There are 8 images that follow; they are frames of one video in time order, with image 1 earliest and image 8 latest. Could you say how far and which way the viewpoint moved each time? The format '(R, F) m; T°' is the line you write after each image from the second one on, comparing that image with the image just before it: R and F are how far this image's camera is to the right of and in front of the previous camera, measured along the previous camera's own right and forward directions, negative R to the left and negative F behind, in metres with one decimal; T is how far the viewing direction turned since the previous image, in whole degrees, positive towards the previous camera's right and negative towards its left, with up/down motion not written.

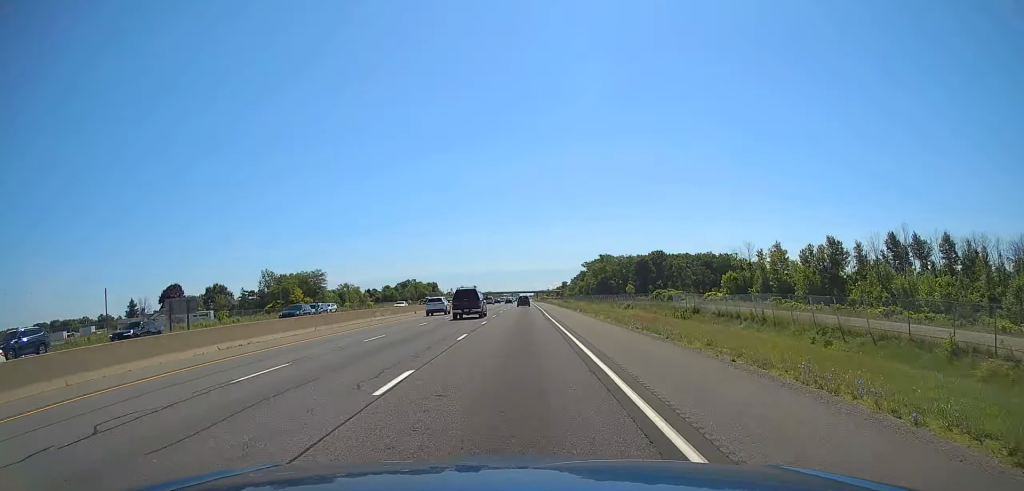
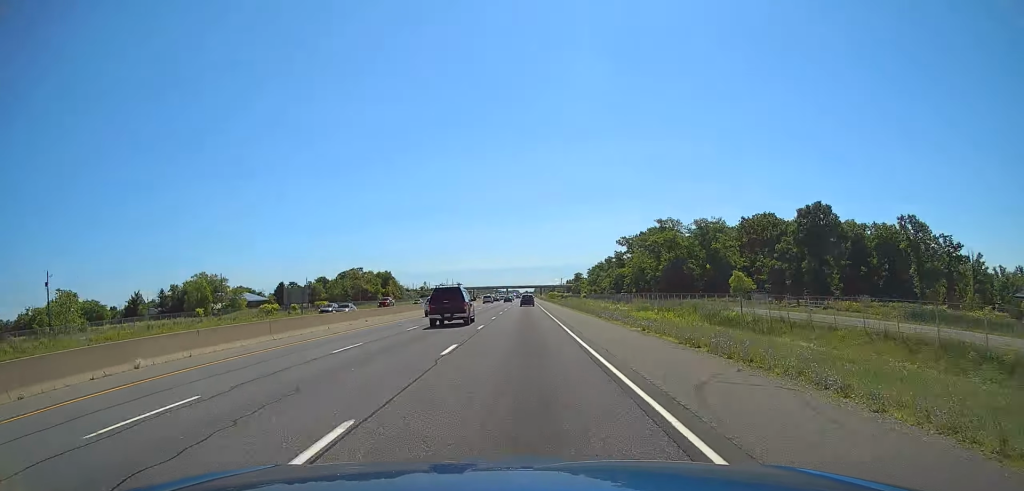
(0.0, +161.2) m; 0°
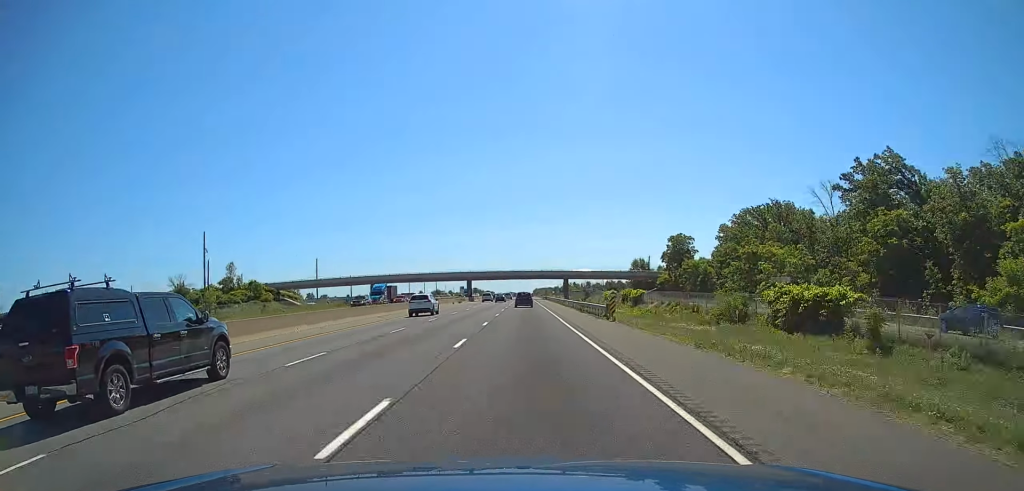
(-0.3, +301.8) m; 0°
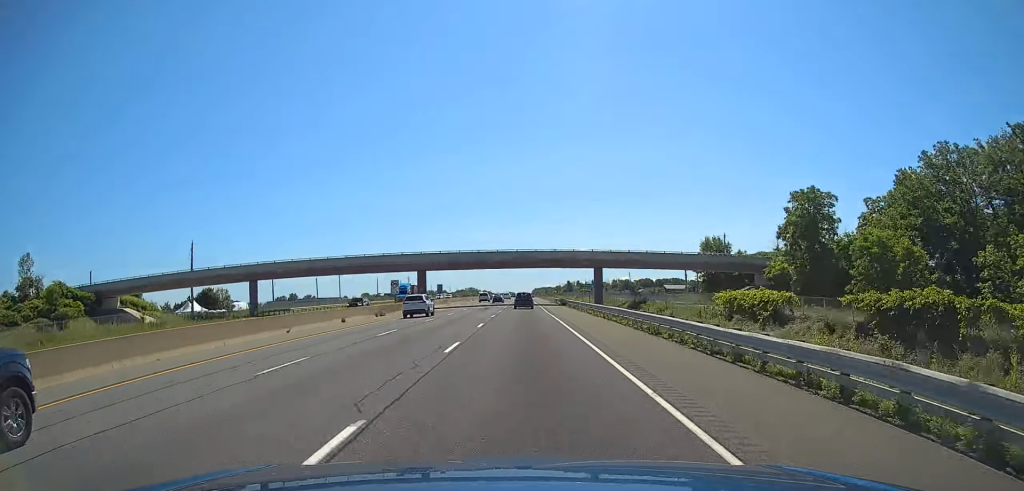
(+0.1, +72.4) m; 0°
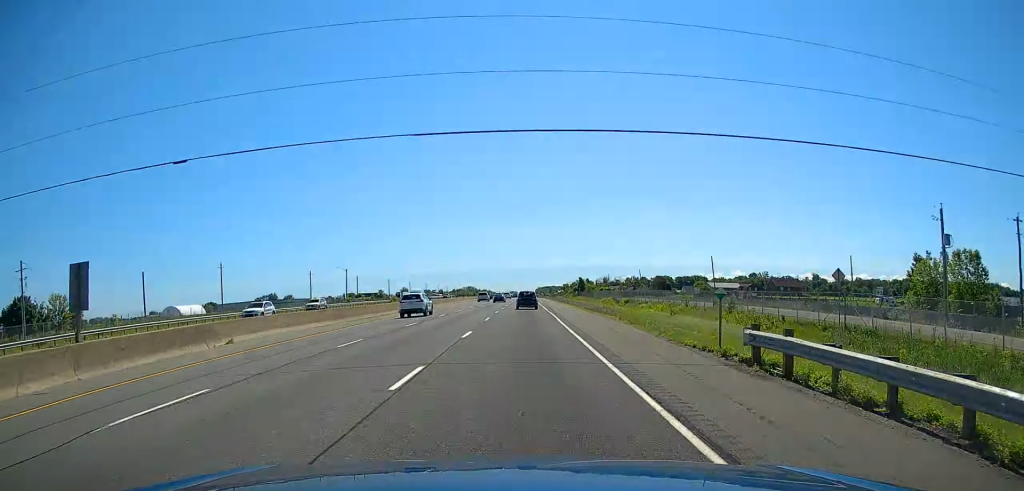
(0.0, +88.9) m; 0°
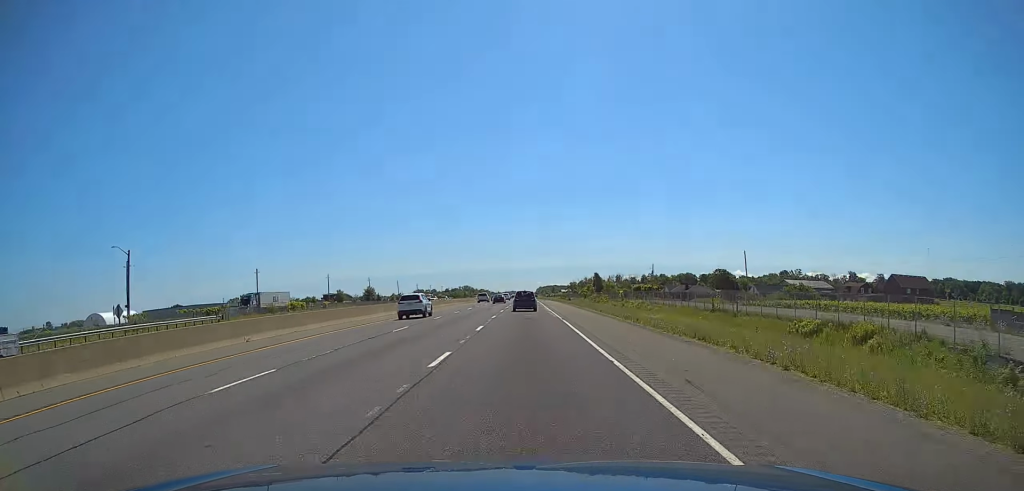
(0.0, +91.0) m; 0°
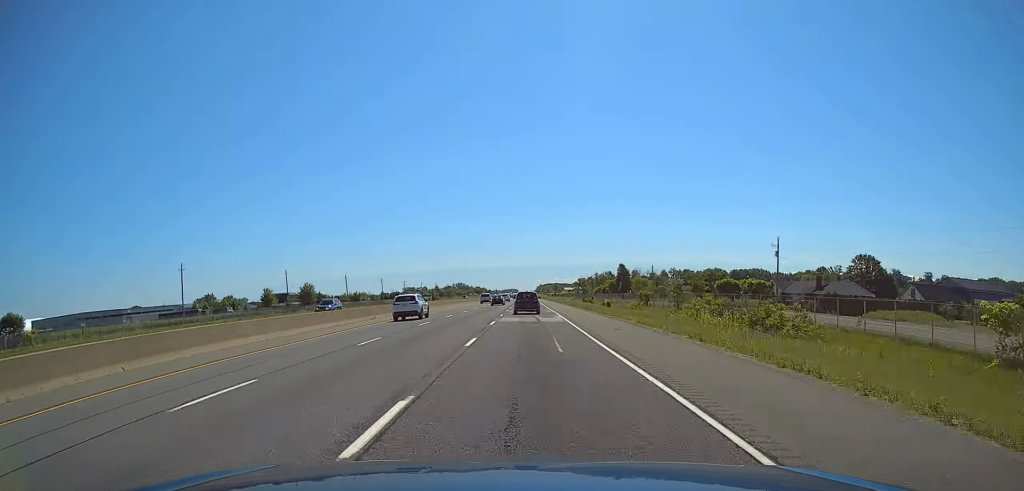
(0.0, +90.4) m; 0°
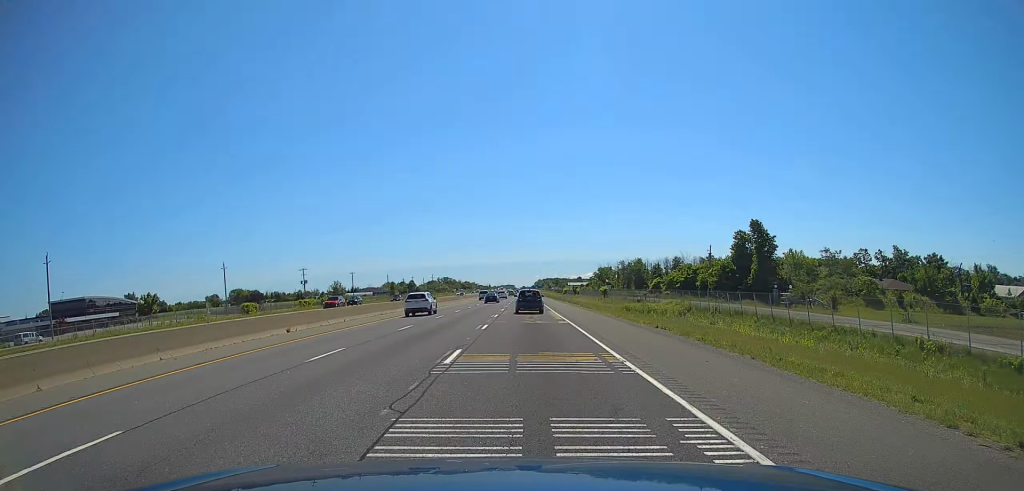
(0.0, +151.7) m; 0°
